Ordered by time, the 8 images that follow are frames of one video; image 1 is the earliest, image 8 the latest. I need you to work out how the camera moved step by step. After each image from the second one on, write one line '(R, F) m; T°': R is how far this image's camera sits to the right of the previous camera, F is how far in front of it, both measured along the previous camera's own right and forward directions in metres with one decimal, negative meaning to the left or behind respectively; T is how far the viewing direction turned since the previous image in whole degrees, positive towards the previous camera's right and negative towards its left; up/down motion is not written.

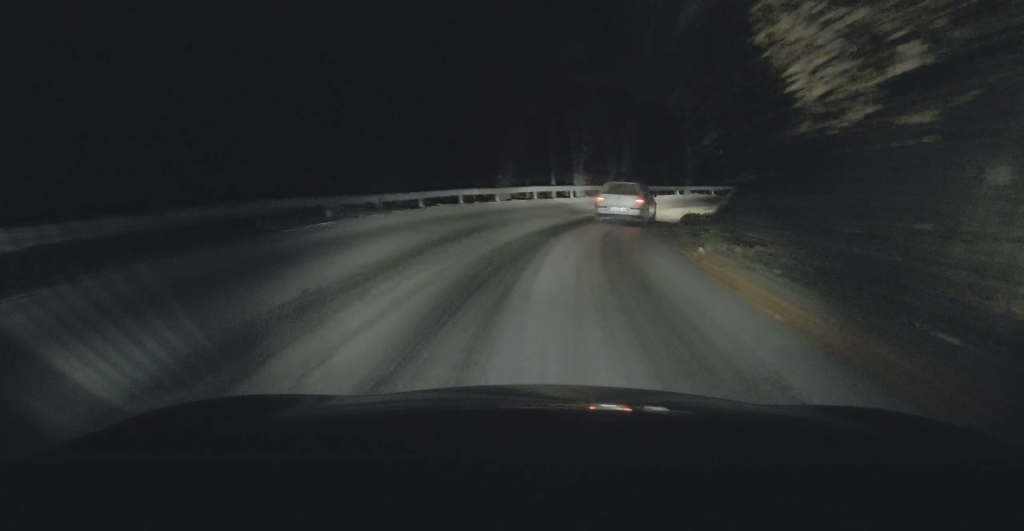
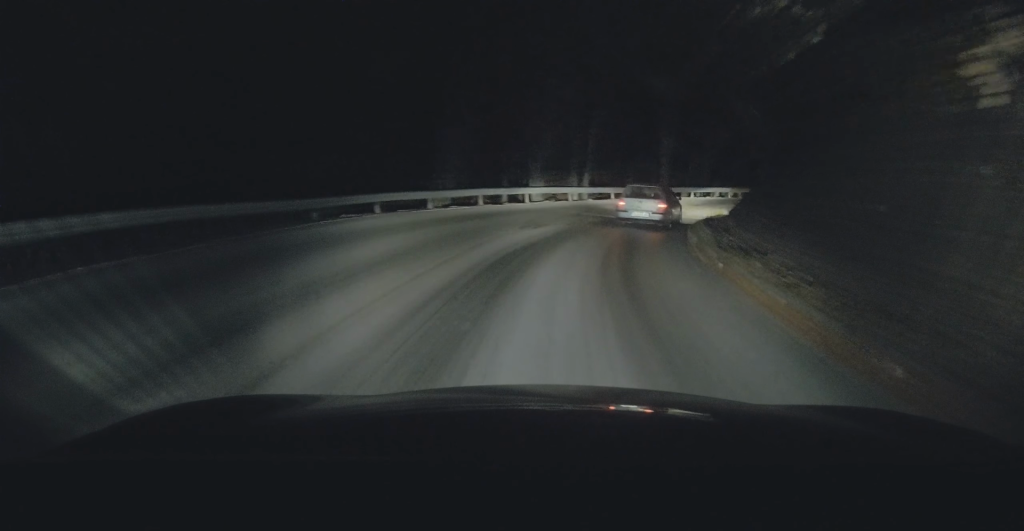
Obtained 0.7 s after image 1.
(+0.2, +7.7) m; +2°
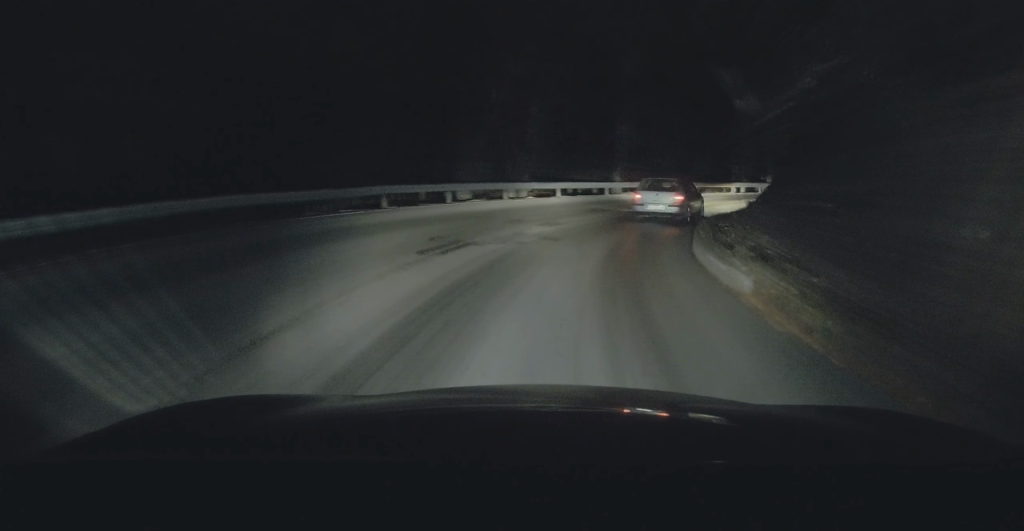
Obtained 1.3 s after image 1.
(+0.2, +7.2) m; +2°
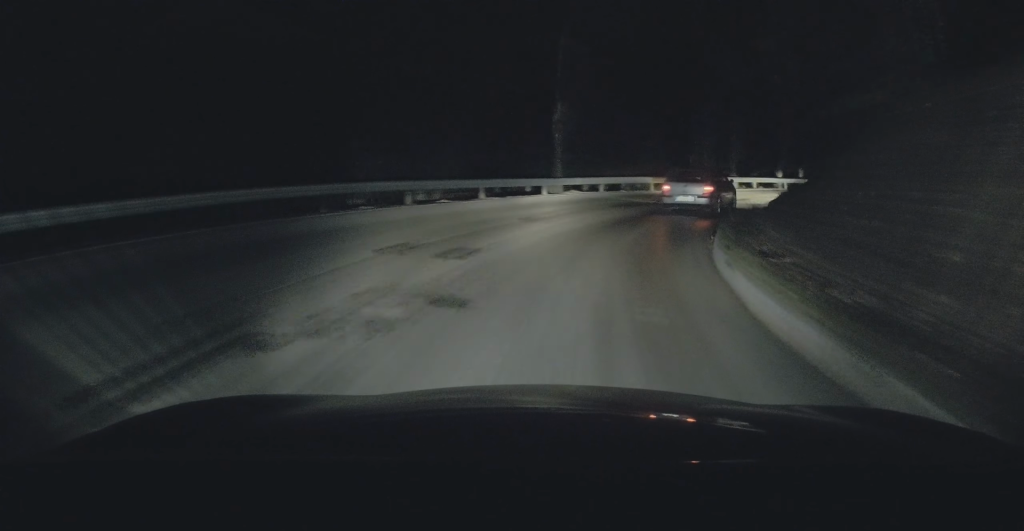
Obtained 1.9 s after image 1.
(0.0, +7.1) m; +6°
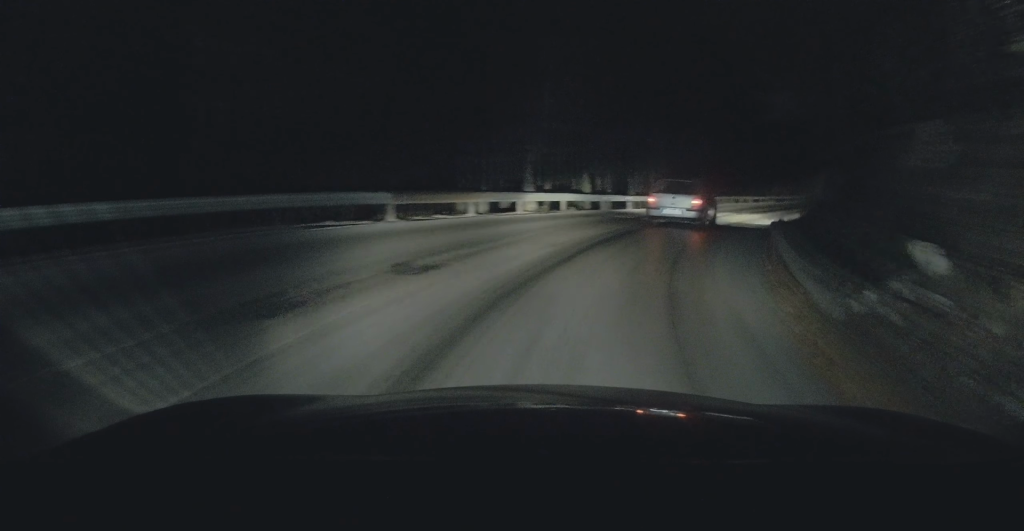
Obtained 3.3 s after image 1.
(+2.0, +14.9) m; +21°
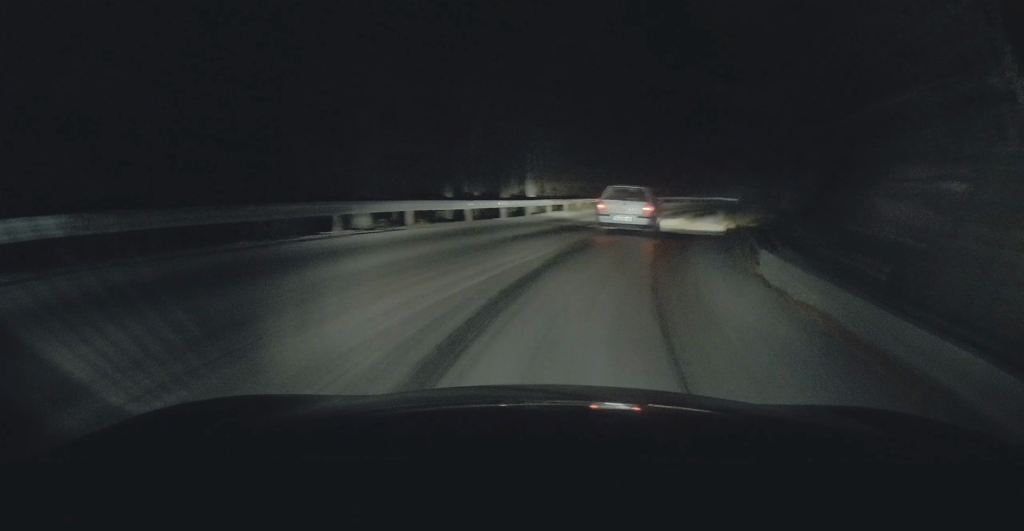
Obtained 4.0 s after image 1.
(+1.1, +7.1) m; +10°
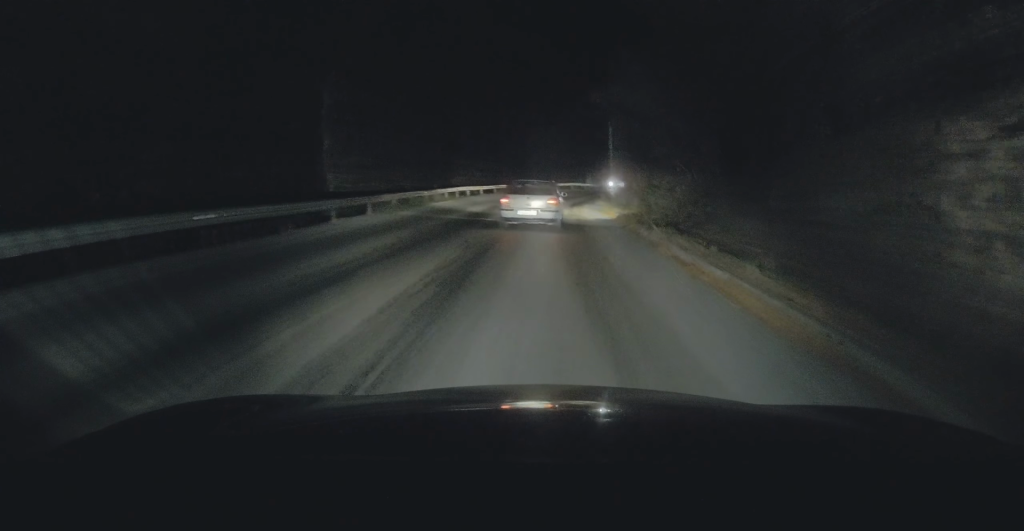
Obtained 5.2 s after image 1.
(+1.4, +12.1) m; +11°
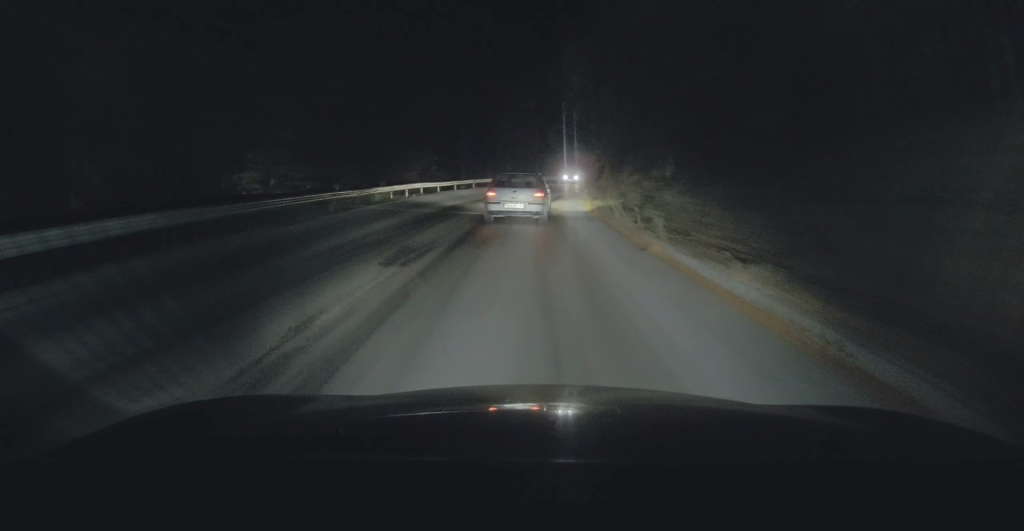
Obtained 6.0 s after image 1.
(+0.4, +7.2) m; +4°
